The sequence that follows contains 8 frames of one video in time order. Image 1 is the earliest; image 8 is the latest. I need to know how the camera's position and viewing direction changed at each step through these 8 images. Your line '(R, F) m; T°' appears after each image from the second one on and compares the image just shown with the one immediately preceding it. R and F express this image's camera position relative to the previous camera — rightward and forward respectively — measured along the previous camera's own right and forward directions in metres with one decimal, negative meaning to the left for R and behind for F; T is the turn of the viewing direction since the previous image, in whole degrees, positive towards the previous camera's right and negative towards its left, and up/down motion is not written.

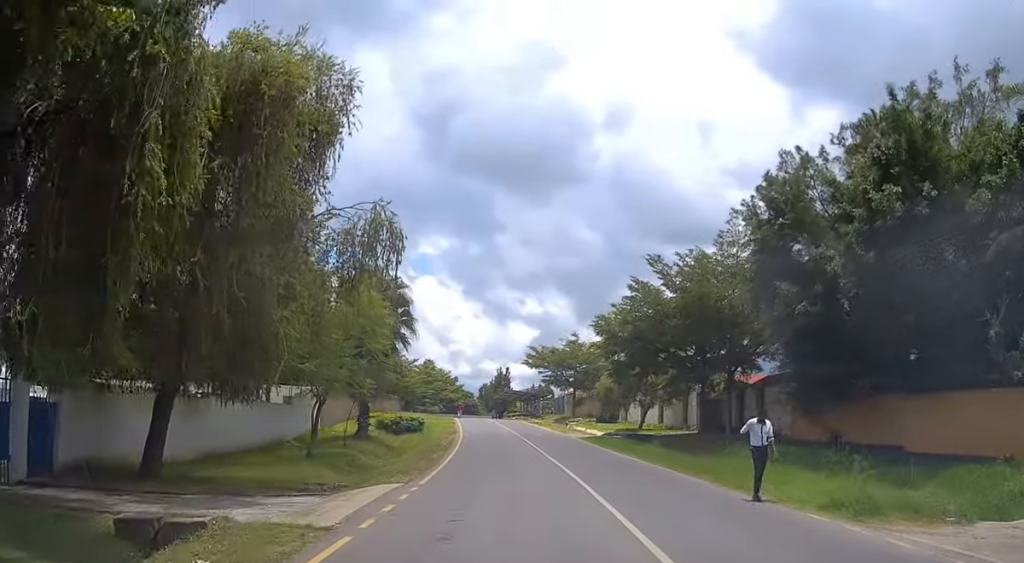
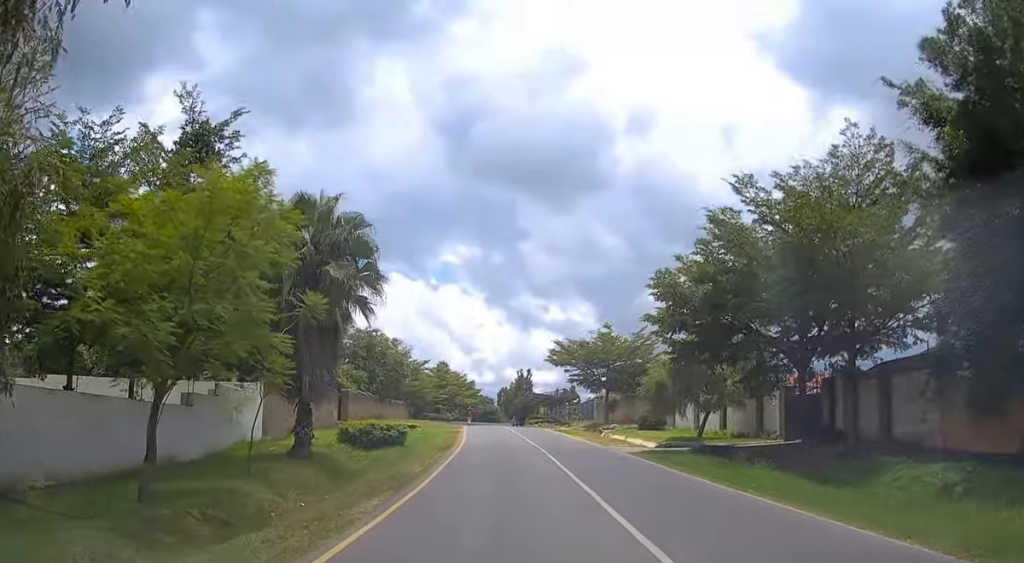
(-0.3, +12.8) m; -2°
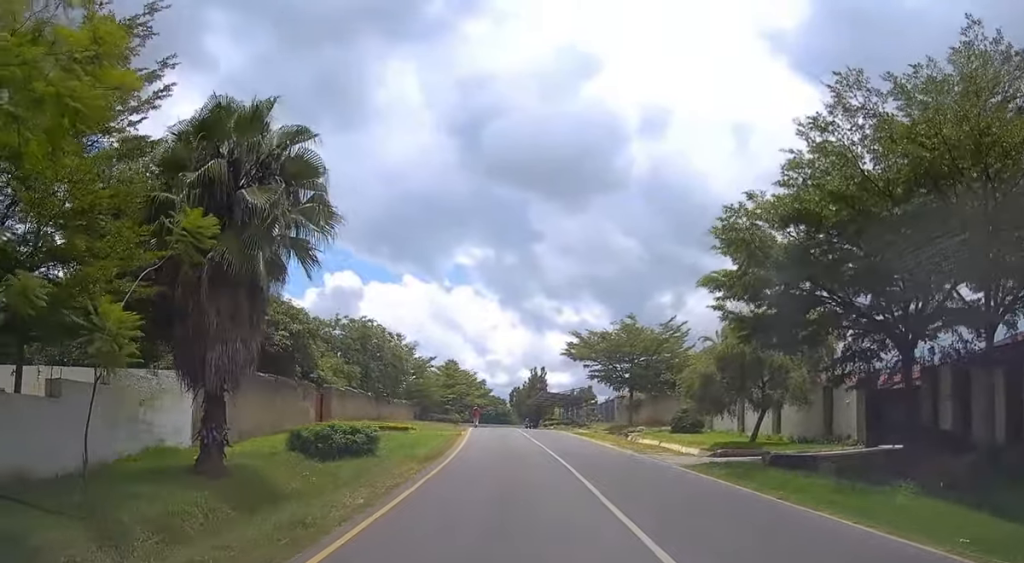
(+0.1, +7.9) m; 0°
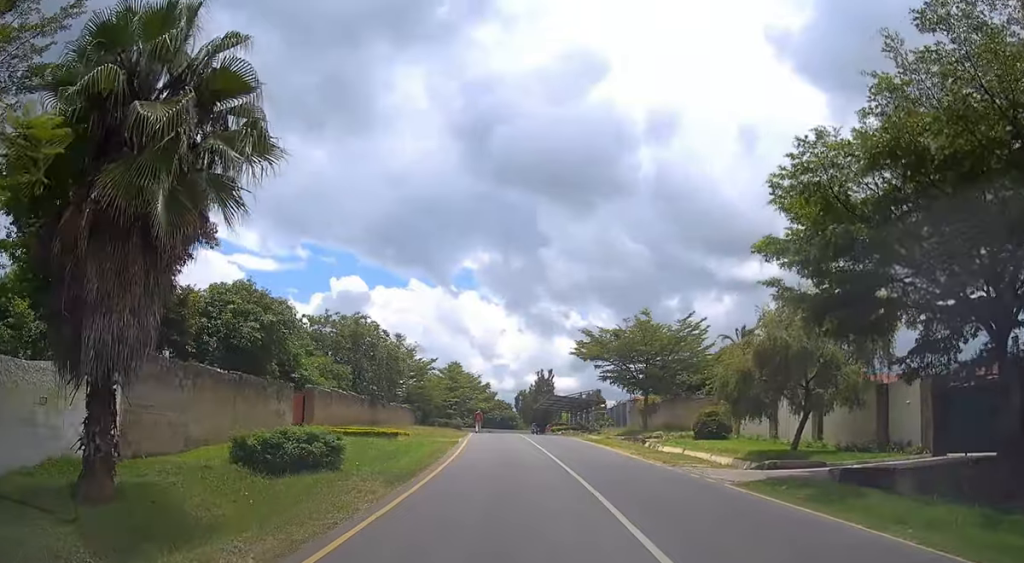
(-0.1, +4.8) m; 0°
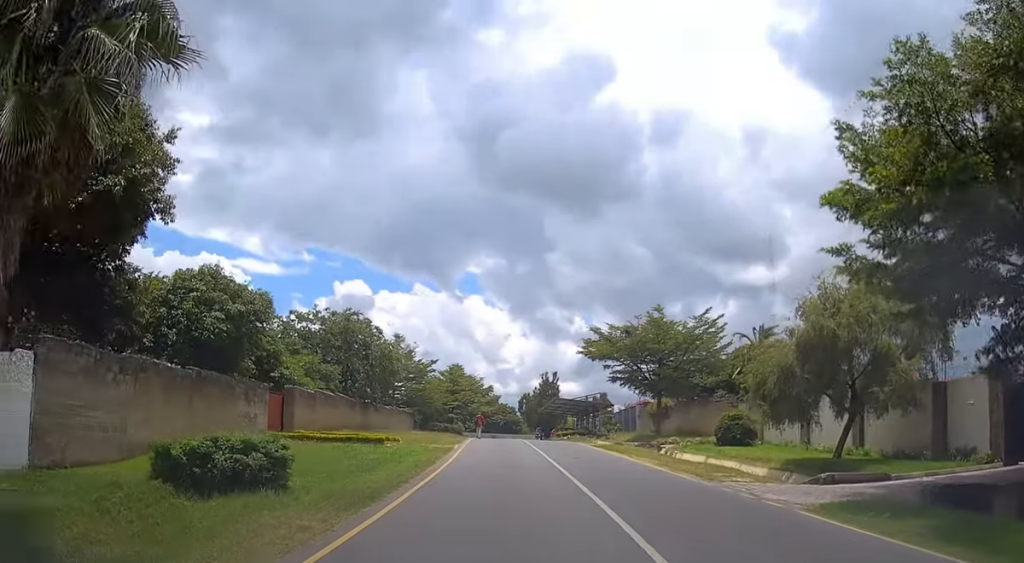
(0.0, +4.1) m; 0°
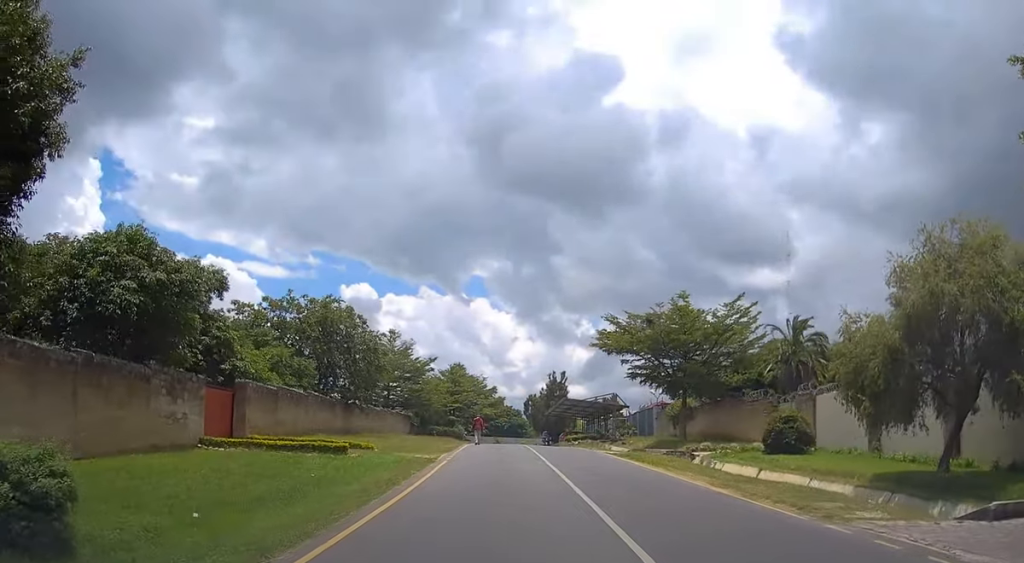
(0.0, +6.9) m; -1°
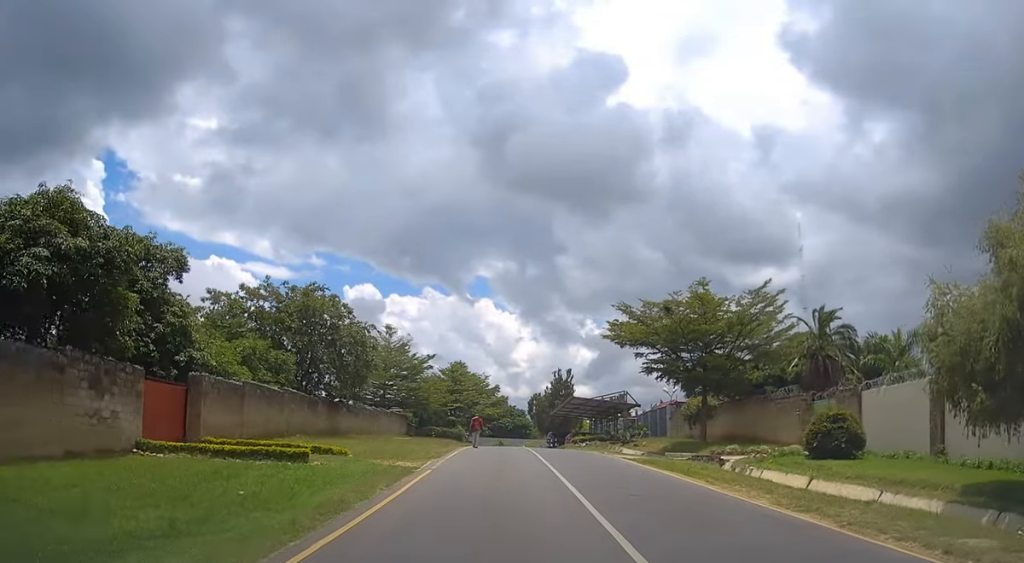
(-0.1, +4.5) m; -1°
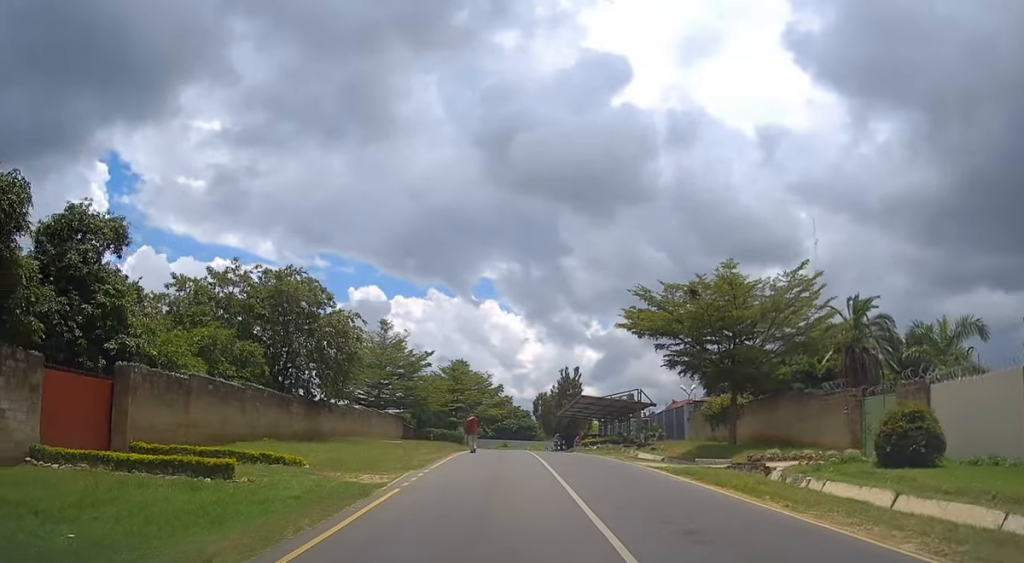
(-0.1, +5.1) m; -1°
